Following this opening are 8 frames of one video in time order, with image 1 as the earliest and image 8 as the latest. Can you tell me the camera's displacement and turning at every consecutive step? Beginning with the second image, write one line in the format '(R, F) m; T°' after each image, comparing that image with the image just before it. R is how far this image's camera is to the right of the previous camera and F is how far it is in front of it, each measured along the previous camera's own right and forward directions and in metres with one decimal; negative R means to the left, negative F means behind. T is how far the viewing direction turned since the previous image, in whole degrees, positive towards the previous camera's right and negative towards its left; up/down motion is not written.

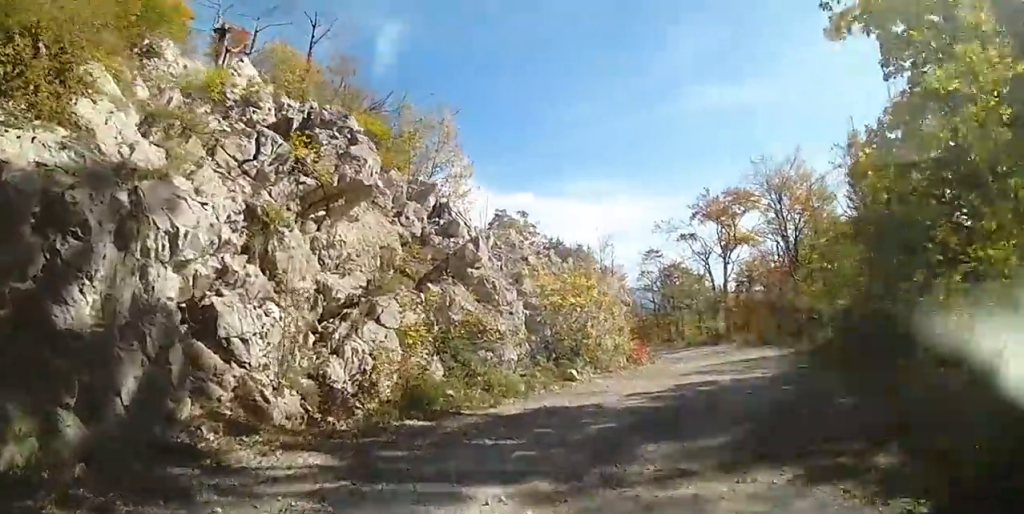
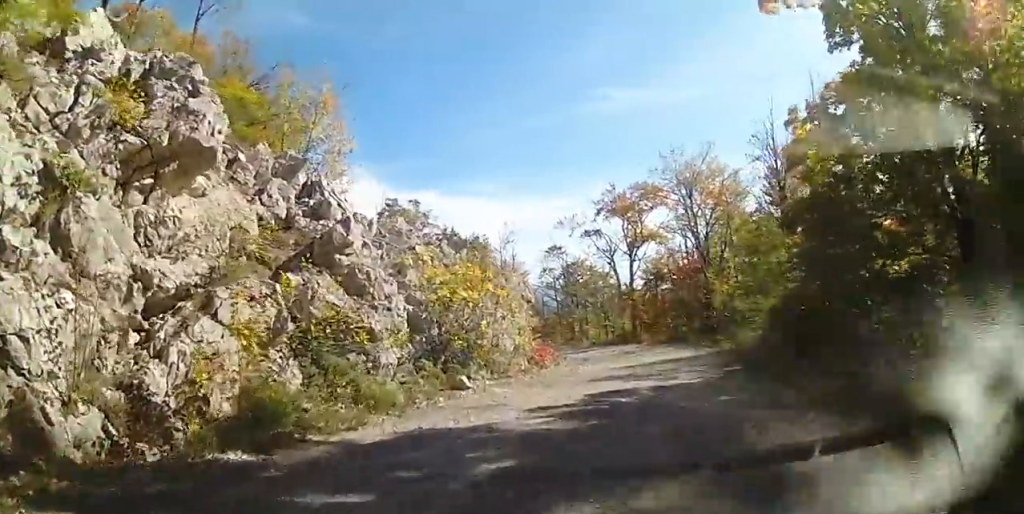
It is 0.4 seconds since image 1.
(+0.8, +1.7) m; +10°
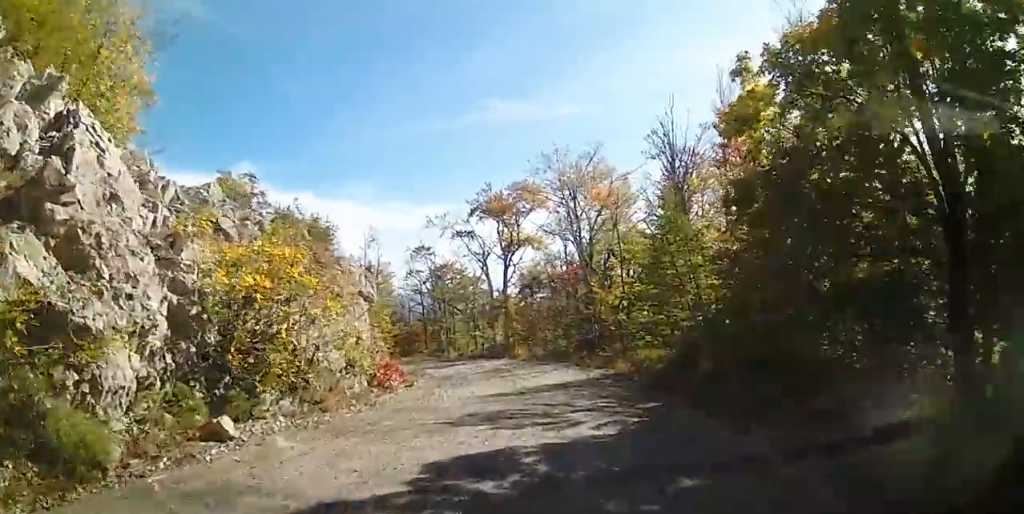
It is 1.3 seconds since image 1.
(+0.8, +3.8) m; +13°
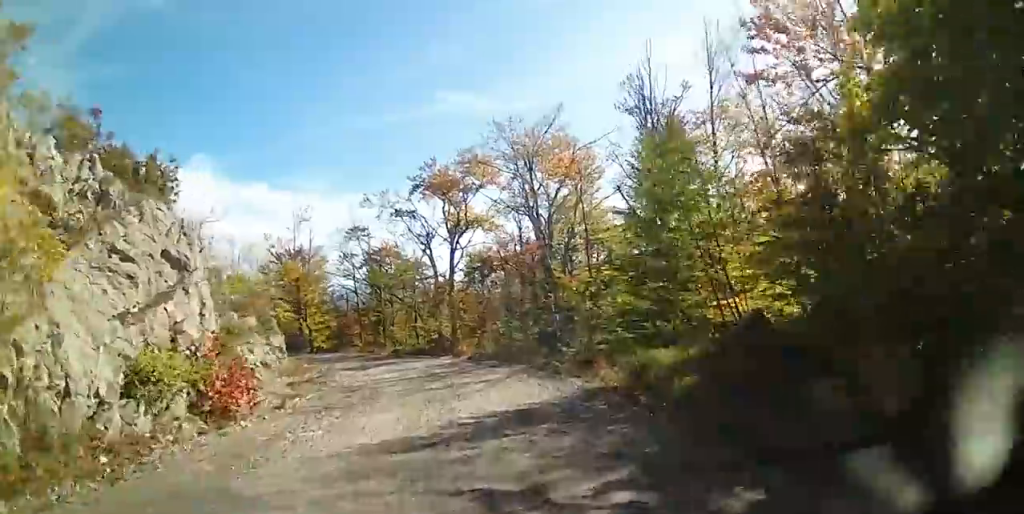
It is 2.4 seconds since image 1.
(0.0, +6.0) m; +2°
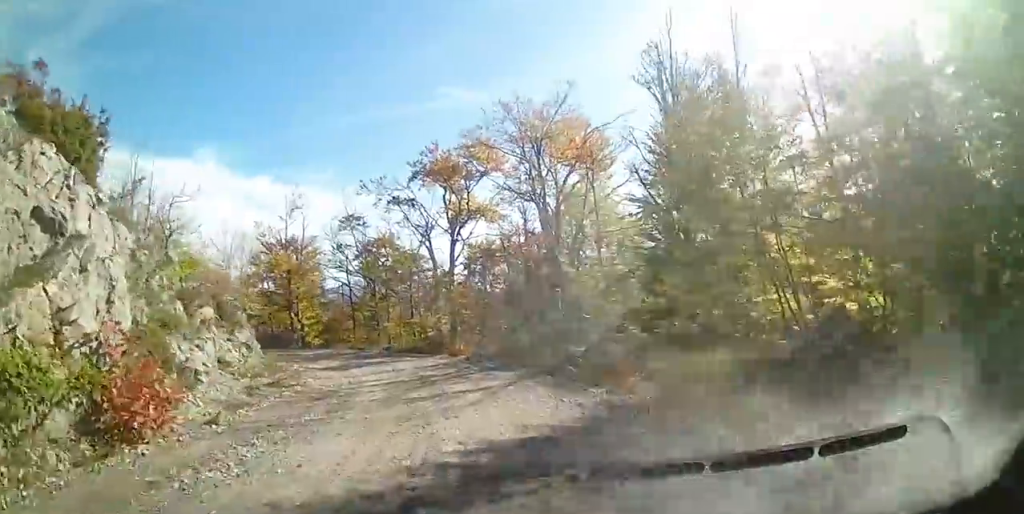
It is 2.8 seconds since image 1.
(+0.1, +2.6) m; +1°
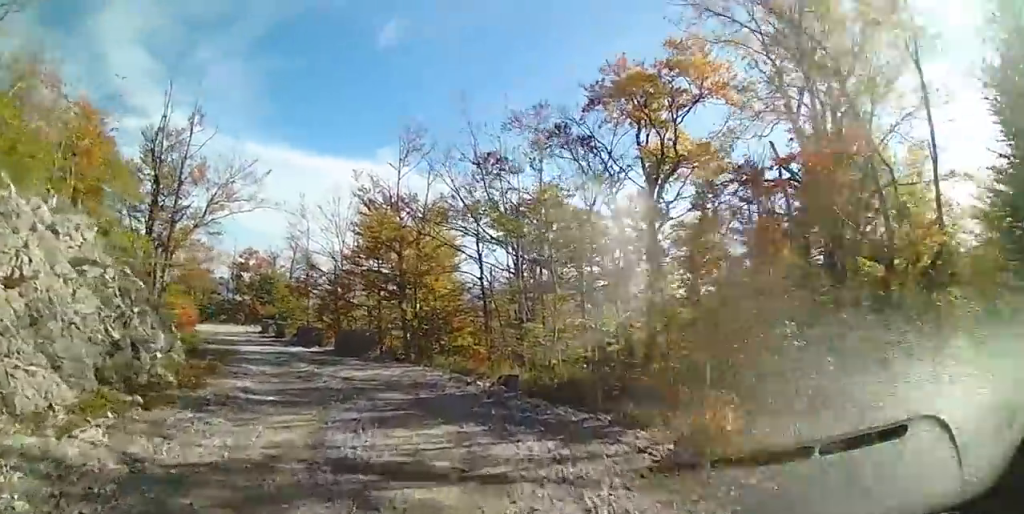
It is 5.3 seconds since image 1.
(-1.5, +15.1) m; -17°
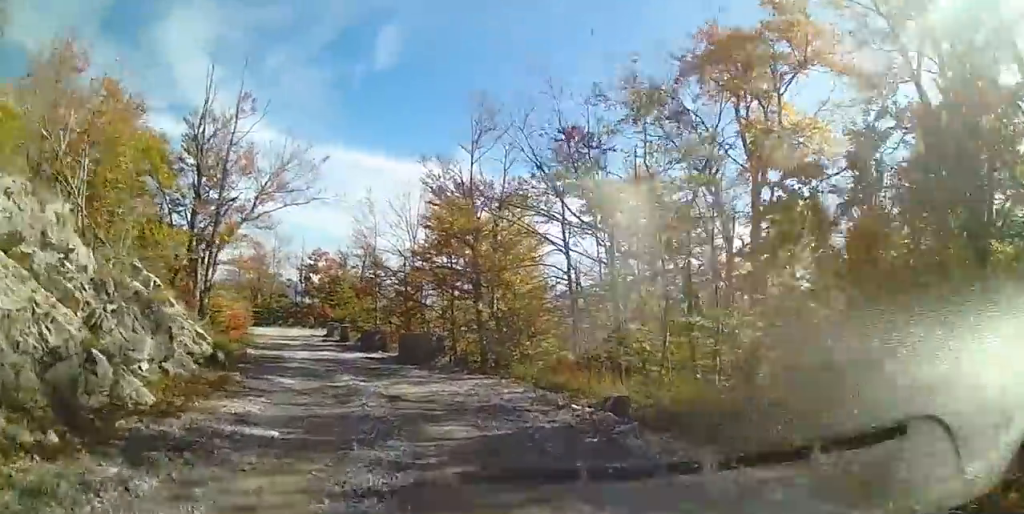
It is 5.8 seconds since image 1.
(-0.1, +3.2) m; -6°
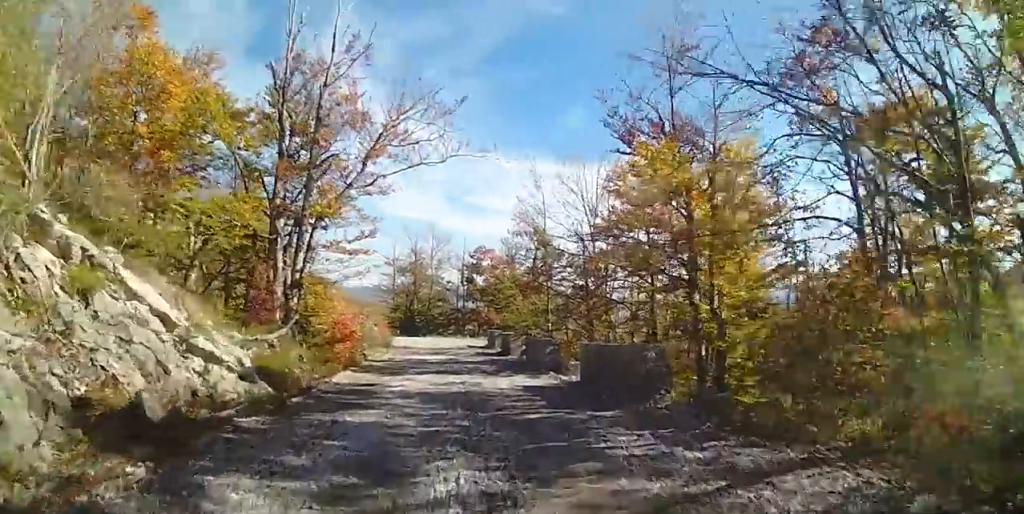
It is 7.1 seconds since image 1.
(-1.0, +7.3) m; -15°
